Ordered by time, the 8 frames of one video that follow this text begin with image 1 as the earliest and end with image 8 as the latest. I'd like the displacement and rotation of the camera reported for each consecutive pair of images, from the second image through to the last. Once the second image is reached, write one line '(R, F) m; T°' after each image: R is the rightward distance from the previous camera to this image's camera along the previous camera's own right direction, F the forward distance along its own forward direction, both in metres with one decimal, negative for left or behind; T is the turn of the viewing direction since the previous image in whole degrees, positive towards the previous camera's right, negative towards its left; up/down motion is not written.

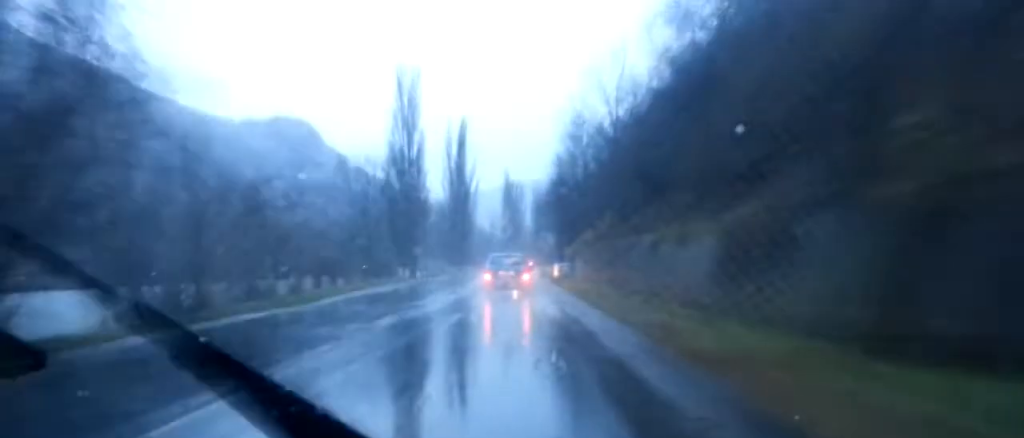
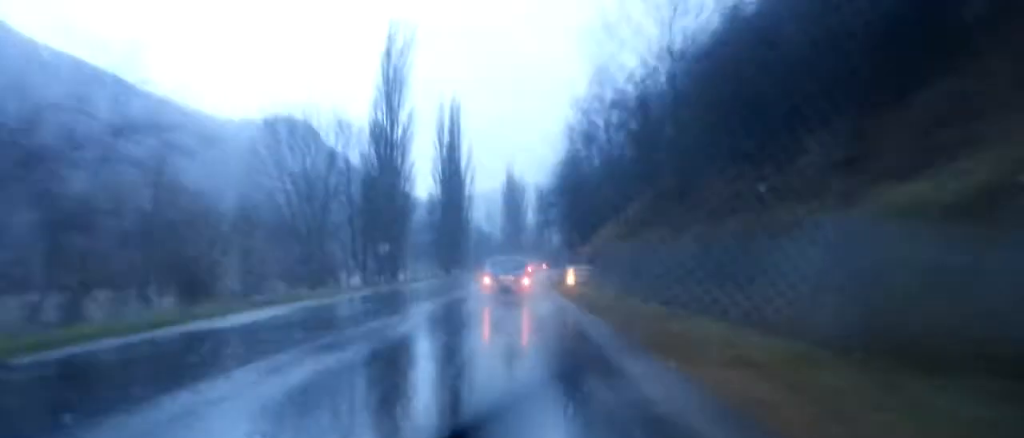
(0.0, +16.3) m; 0°
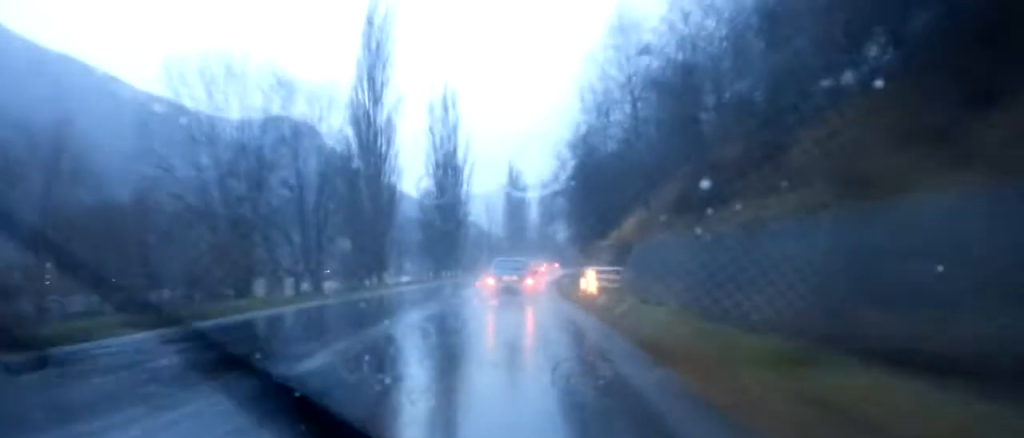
(0.0, +11.5) m; 0°
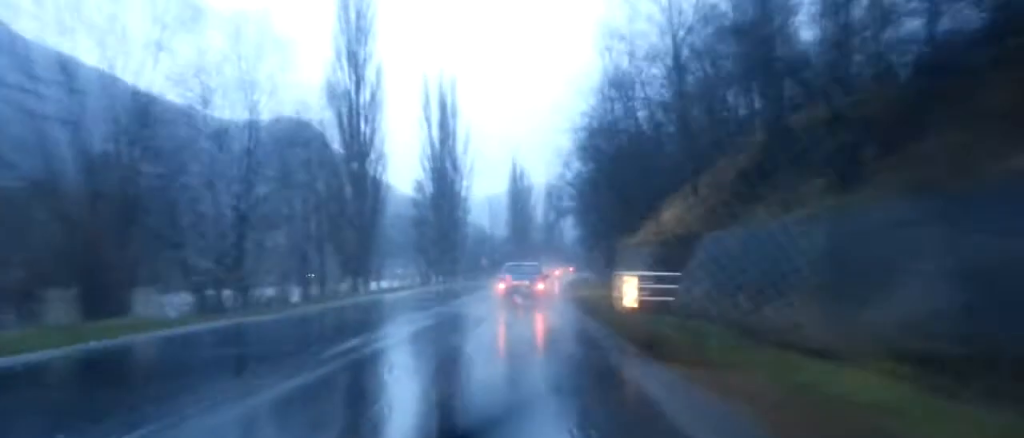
(0.0, +10.6) m; 0°
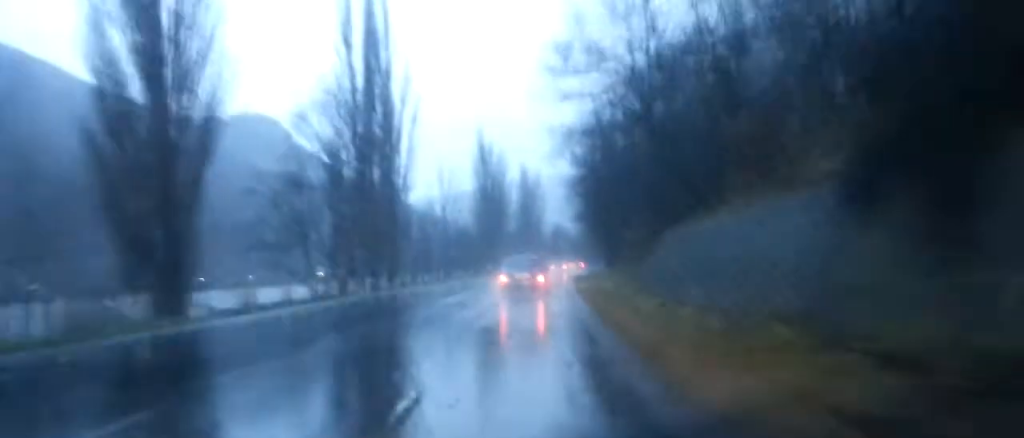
(0.0, +35.7) m; 0°
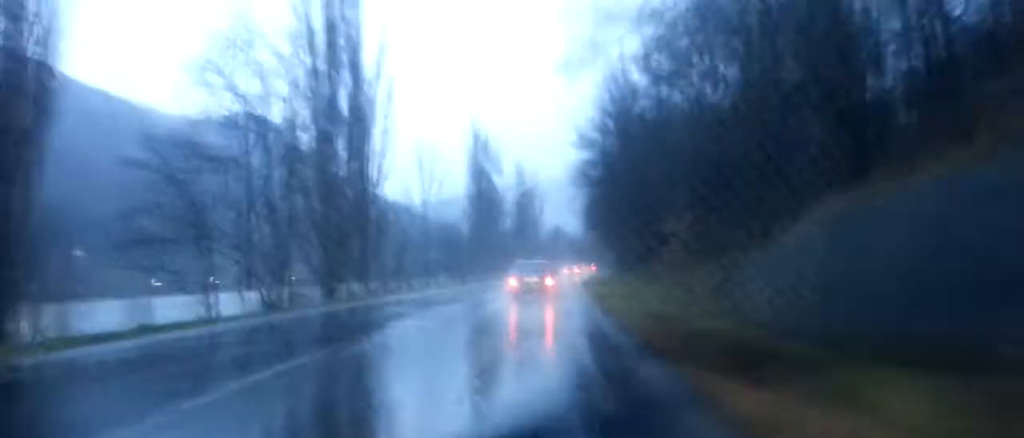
(0.0, +13.4) m; 0°
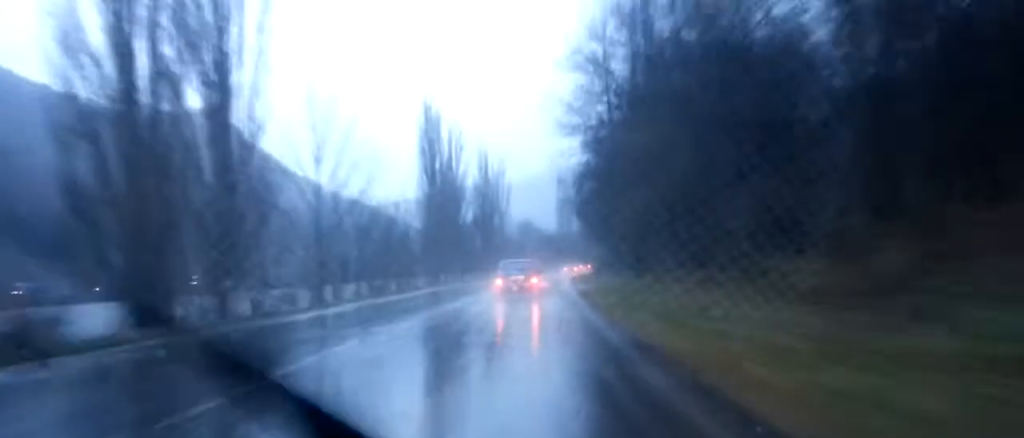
(0.0, +24.8) m; +1°
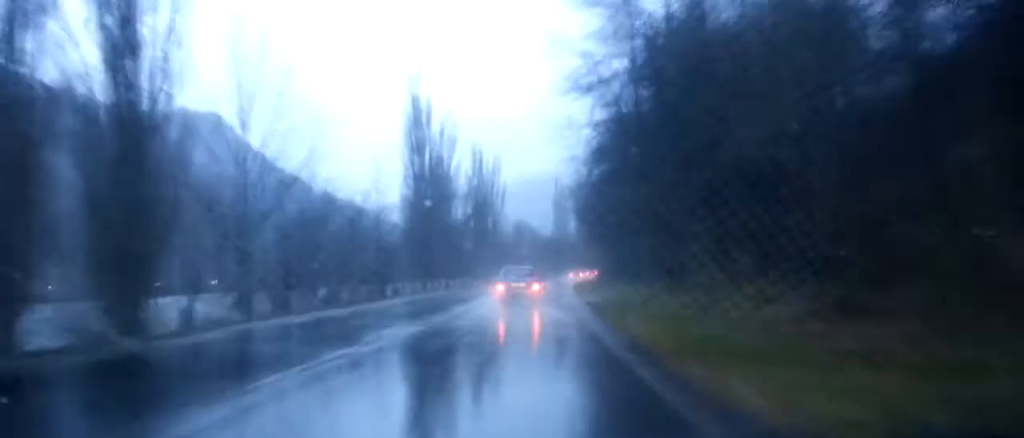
(+0.2, +10.2) m; +1°
